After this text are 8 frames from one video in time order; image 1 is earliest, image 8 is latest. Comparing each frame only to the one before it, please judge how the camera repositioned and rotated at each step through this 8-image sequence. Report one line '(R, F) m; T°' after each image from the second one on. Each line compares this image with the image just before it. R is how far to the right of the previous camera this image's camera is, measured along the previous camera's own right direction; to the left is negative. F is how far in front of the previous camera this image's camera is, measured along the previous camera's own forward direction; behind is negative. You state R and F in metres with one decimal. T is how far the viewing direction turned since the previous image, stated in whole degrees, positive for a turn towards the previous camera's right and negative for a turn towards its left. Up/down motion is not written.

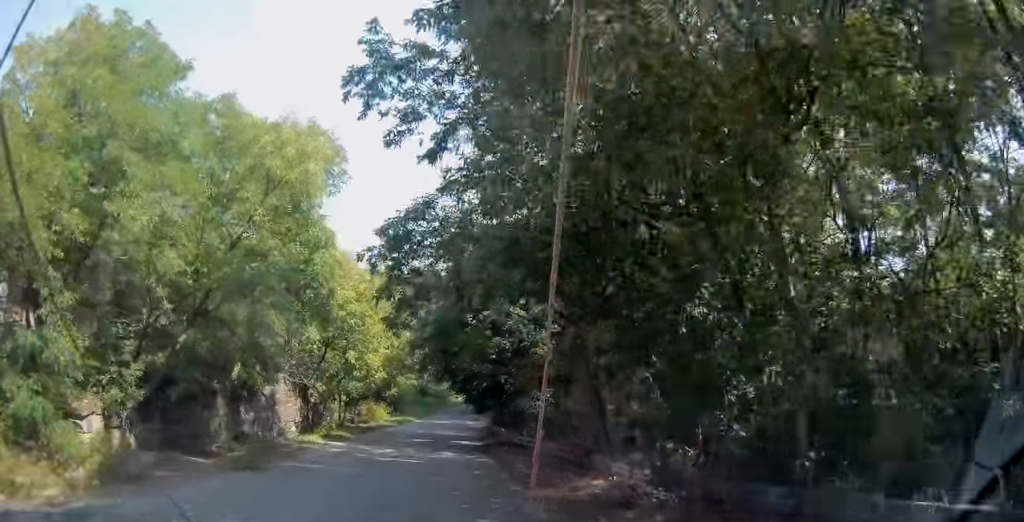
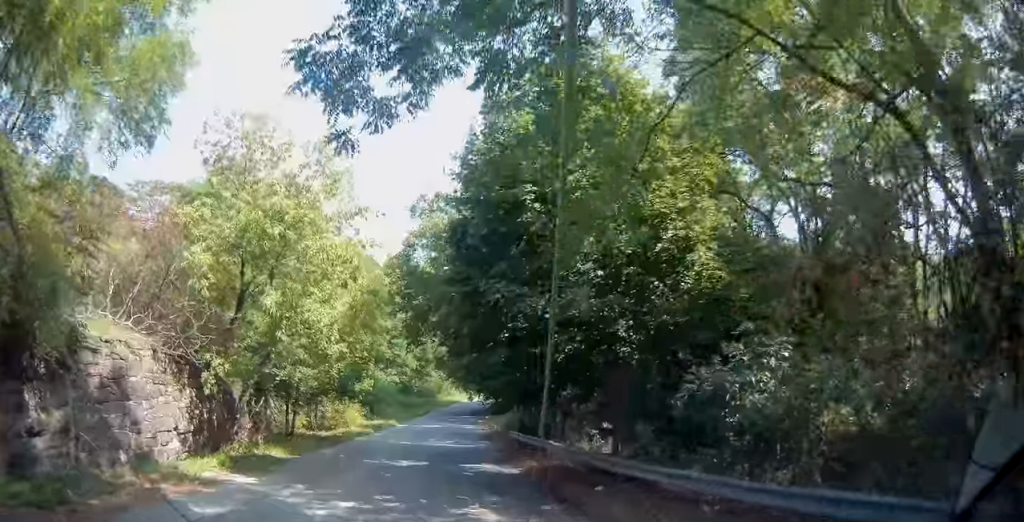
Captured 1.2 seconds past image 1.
(-0.3, +13.7) m; +1°
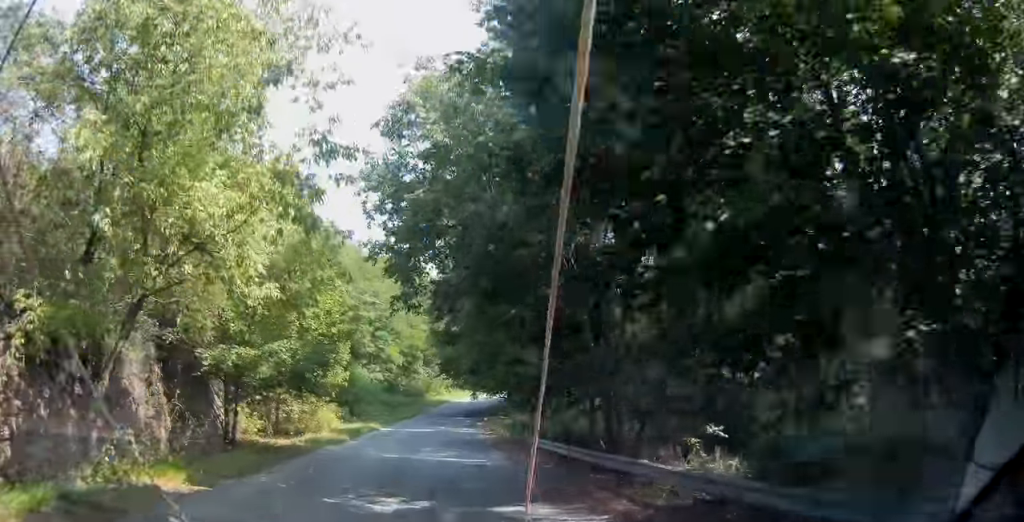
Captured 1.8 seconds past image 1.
(+0.2, +8.2) m; +2°
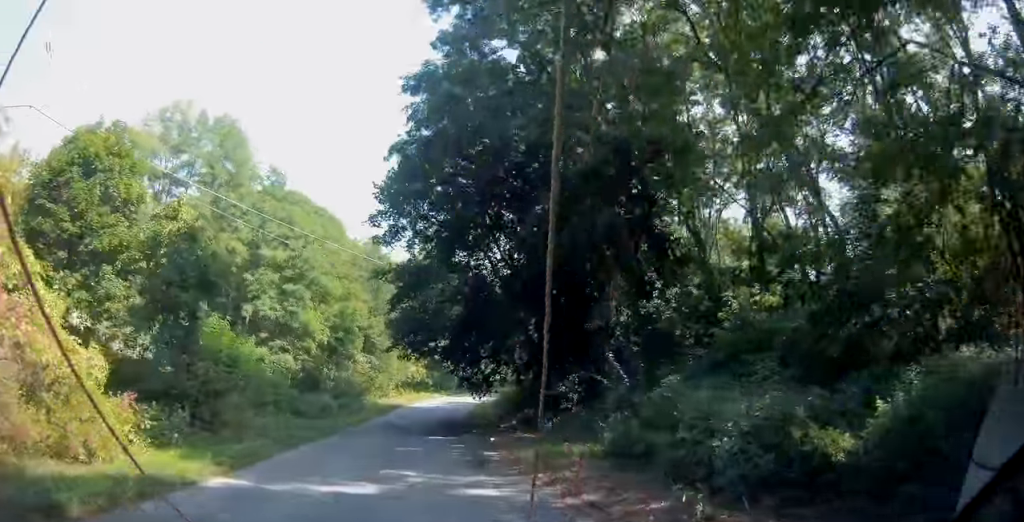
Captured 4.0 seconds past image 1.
(+2.1, +28.0) m; +8°
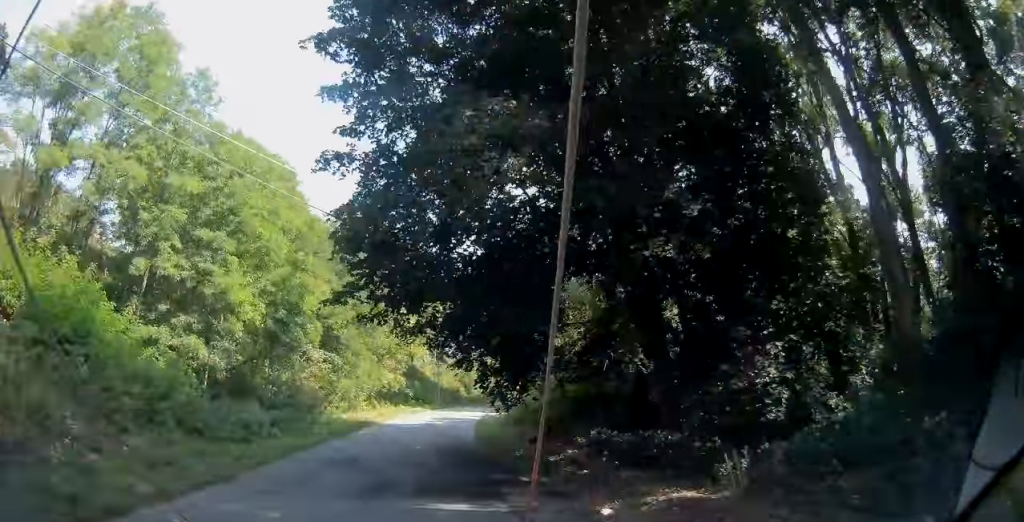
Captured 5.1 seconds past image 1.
(-0.1, +15.3) m; 0°
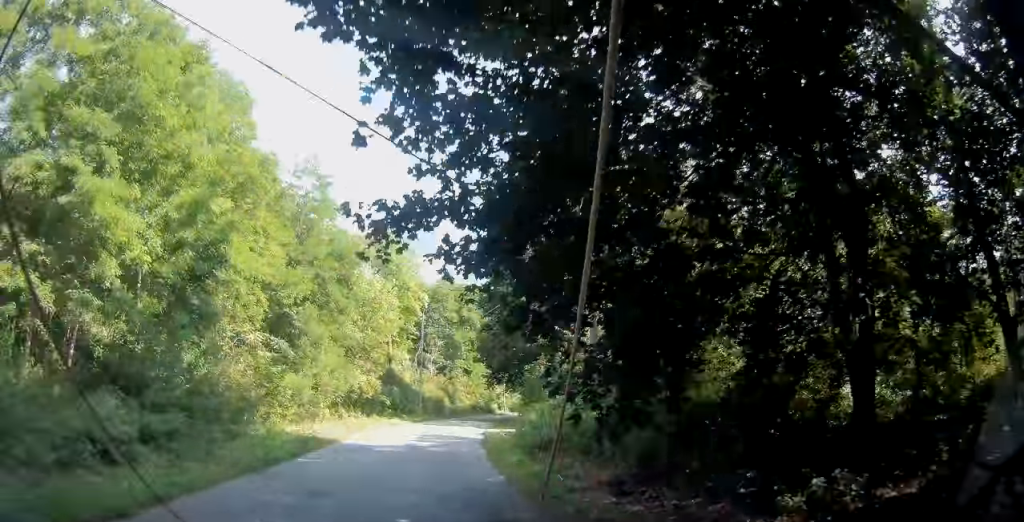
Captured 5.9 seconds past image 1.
(0.0, +12.1) m; +2°
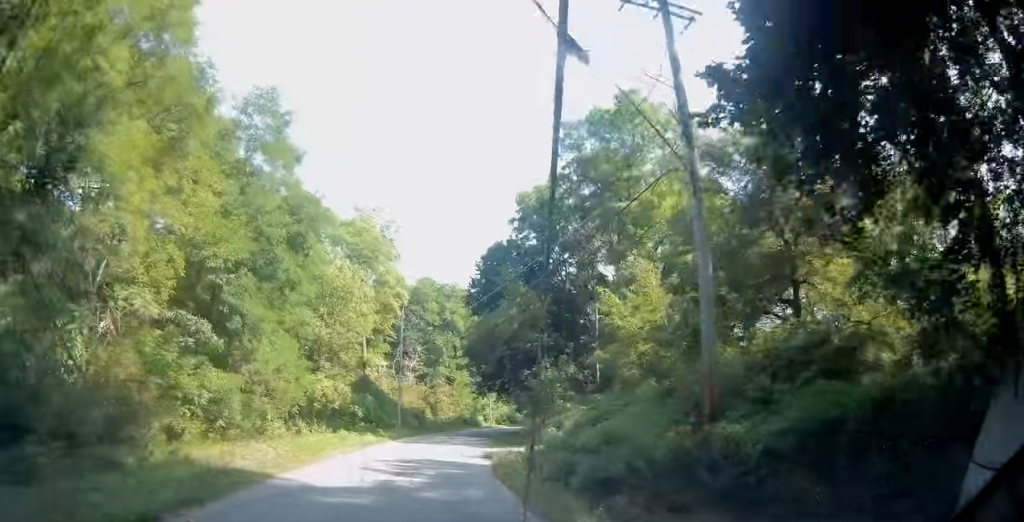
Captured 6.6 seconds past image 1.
(+0.3, +9.5) m; +3°
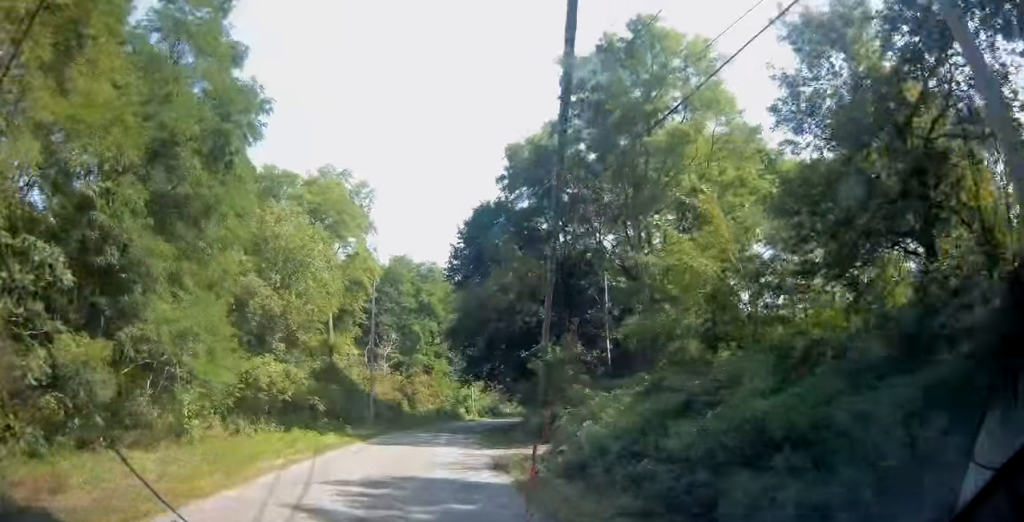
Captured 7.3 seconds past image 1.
(+0.2, +8.5) m; +3°
